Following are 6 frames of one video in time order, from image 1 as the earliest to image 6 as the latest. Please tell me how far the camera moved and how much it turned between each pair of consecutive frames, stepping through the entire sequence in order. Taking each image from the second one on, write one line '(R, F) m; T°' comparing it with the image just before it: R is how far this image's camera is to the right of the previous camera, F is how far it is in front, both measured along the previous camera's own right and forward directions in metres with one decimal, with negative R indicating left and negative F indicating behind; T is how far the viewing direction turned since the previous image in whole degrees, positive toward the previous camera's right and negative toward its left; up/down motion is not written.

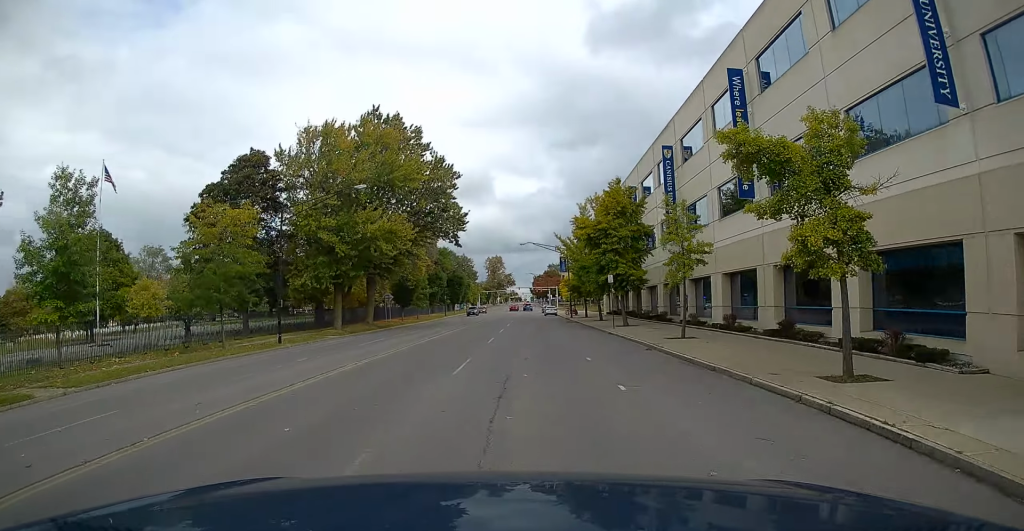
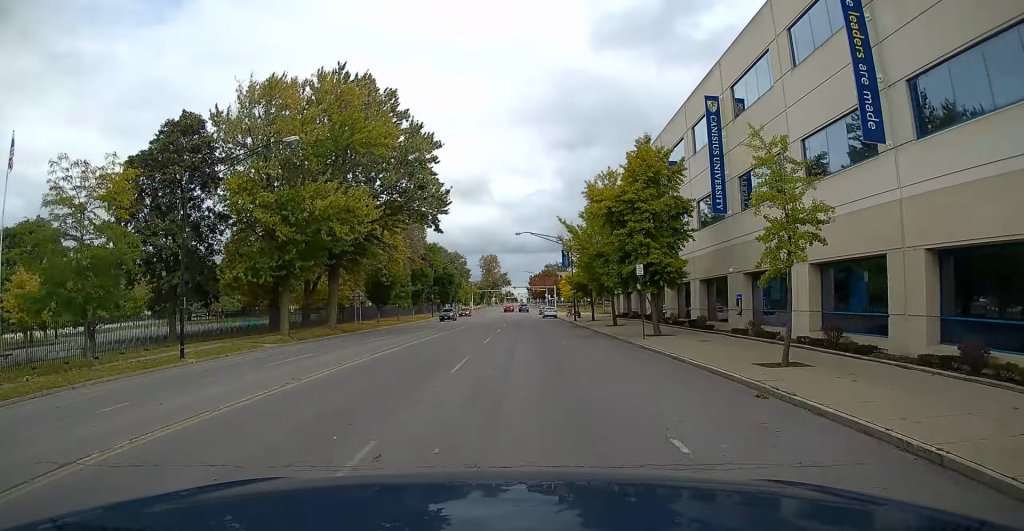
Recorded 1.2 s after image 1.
(0.0, +11.5) m; 0°
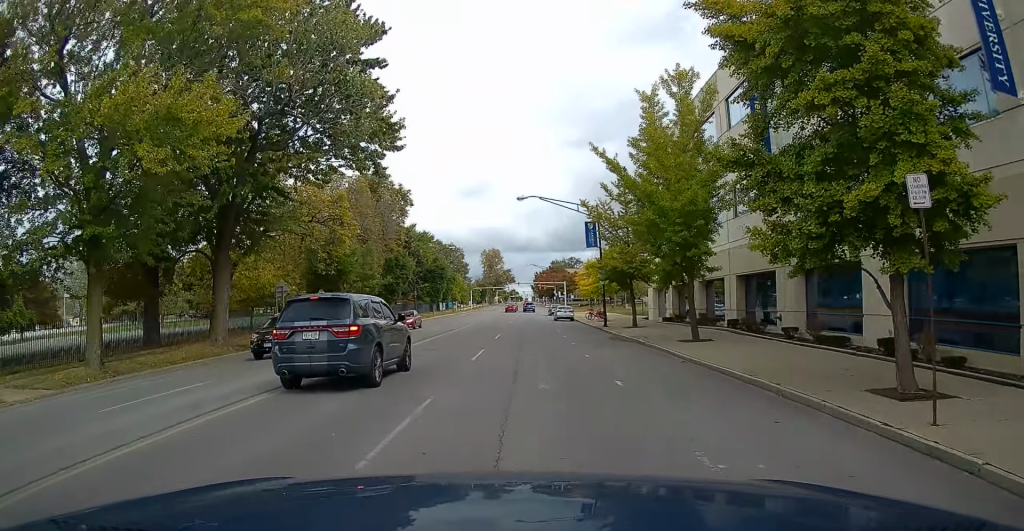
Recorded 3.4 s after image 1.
(0.0, +21.8) m; 0°
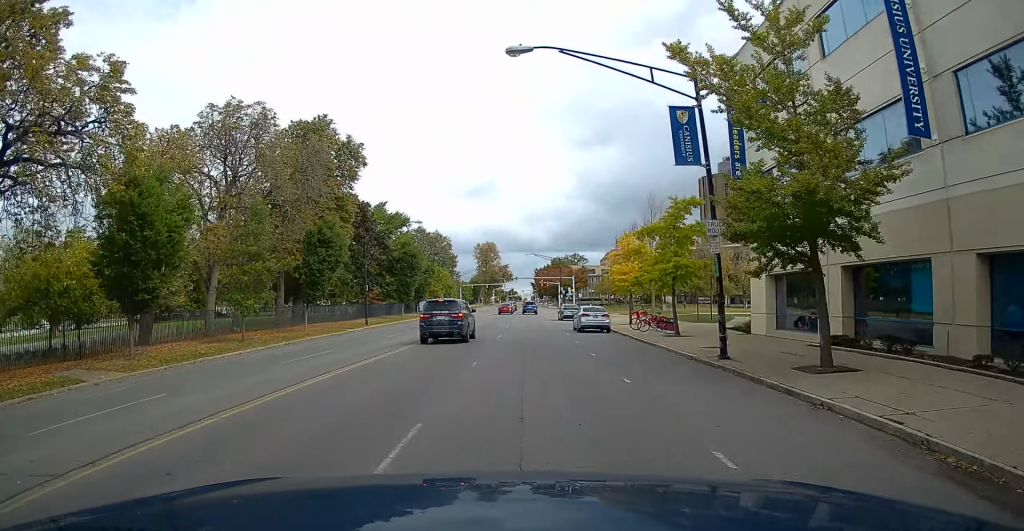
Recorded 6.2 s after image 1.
(+0.2, +27.4) m; +1°
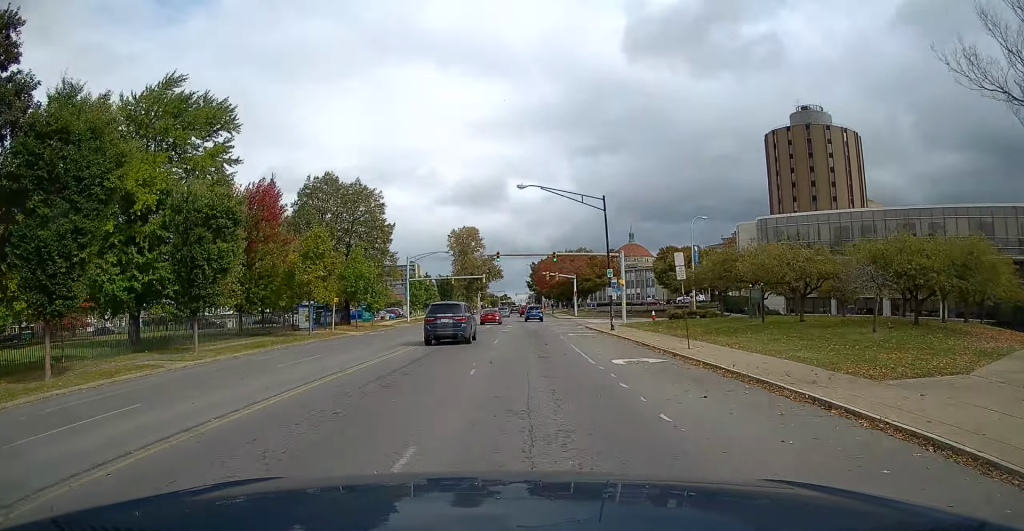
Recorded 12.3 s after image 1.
(+0.6, +64.5) m; -1°
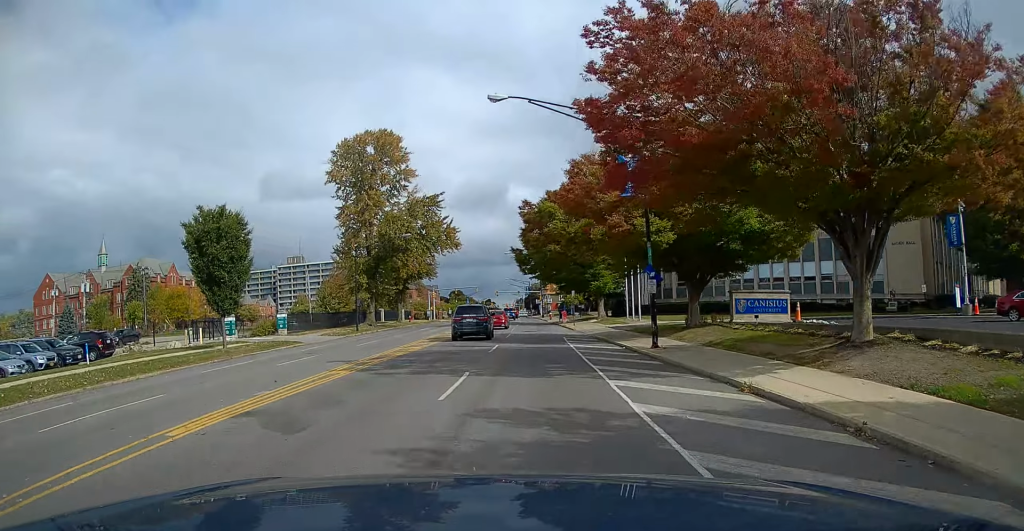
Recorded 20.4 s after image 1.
(-2.2, +99.5) m; 0°
